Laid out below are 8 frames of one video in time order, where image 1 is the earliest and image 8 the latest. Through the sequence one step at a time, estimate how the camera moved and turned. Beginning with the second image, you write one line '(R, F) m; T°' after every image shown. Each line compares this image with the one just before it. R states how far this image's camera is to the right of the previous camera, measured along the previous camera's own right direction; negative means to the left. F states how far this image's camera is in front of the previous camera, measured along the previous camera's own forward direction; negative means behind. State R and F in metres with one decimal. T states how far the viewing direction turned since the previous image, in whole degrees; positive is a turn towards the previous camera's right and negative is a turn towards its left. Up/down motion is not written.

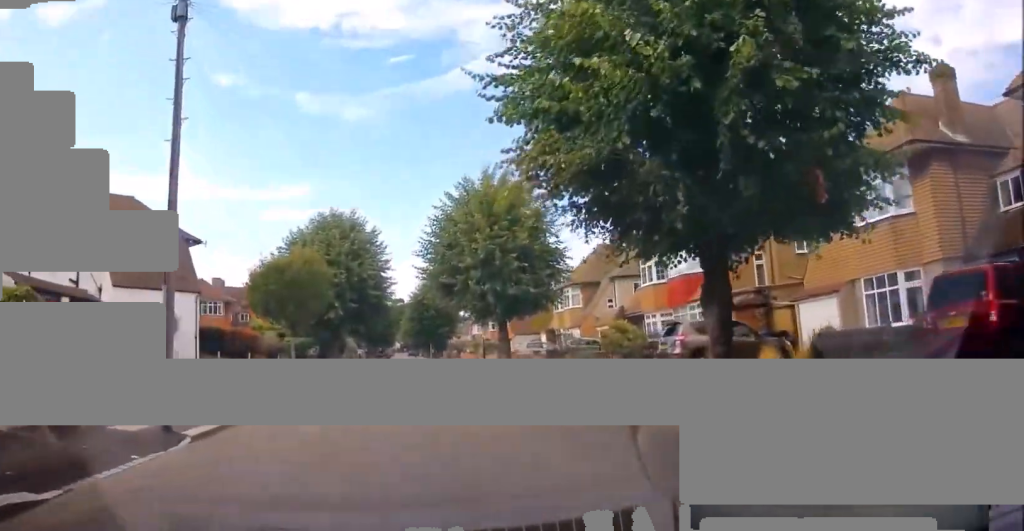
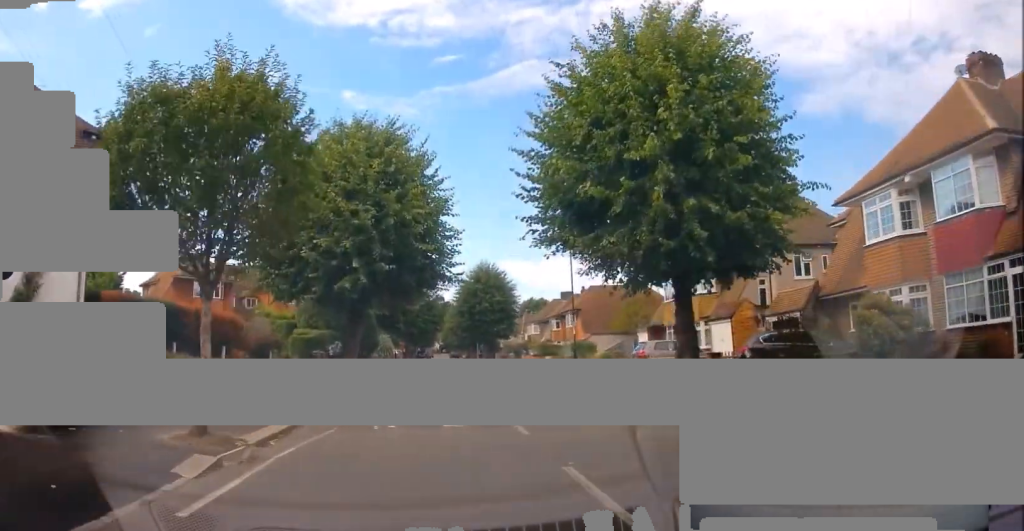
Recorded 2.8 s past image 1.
(-1.8, +15.4) m; -11°
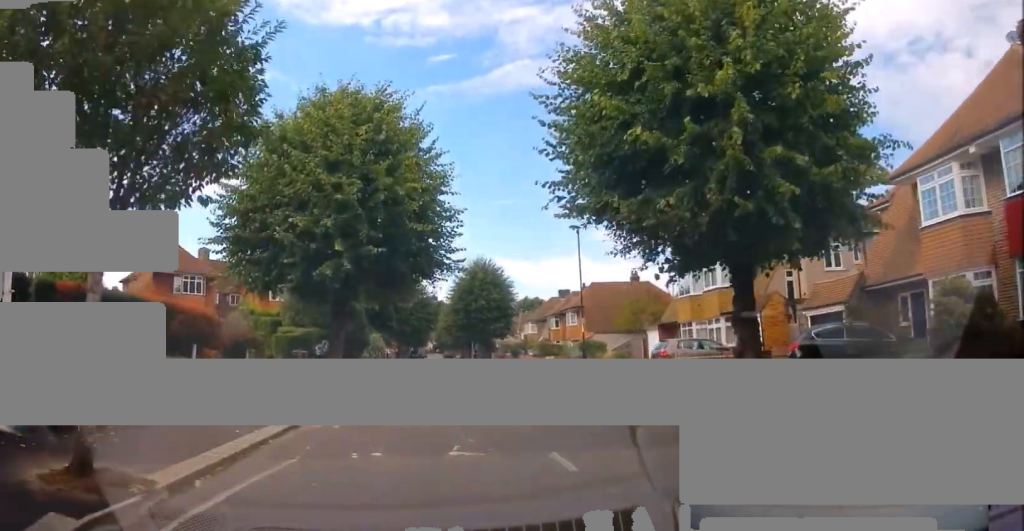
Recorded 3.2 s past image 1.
(+0.2, +2.7) m; 0°
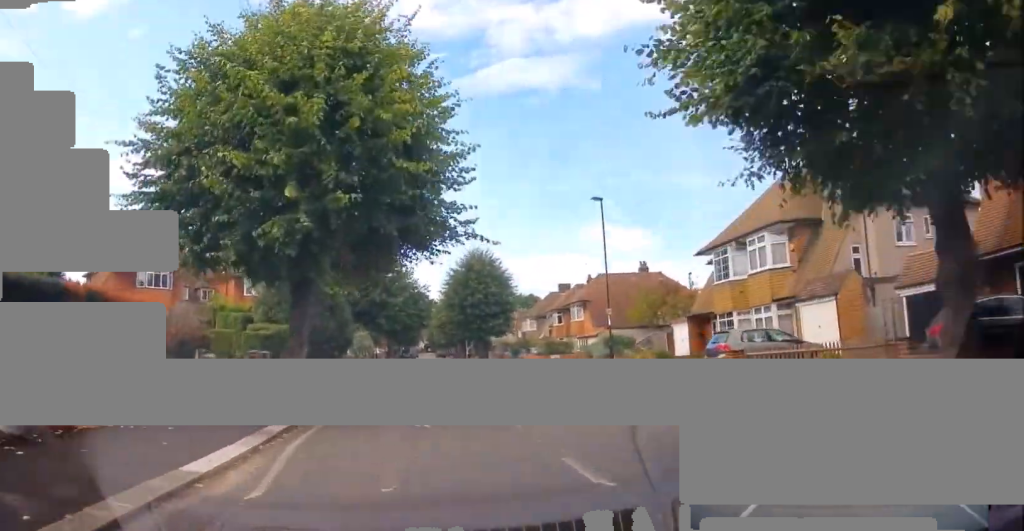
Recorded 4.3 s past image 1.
(-0.1, +6.4) m; 0°
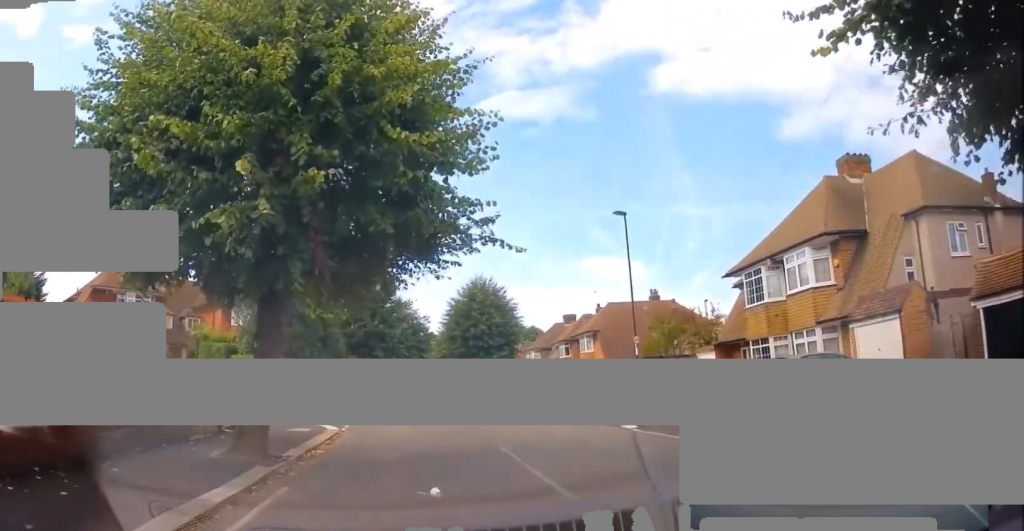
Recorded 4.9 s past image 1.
(-0.1, +3.4) m; 0°
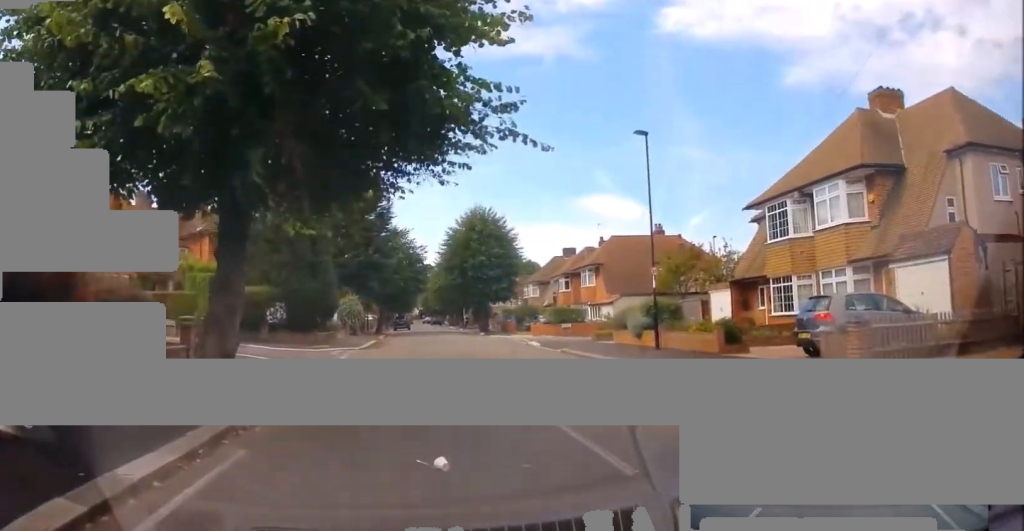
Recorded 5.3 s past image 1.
(+0.2, +2.6) m; 0°
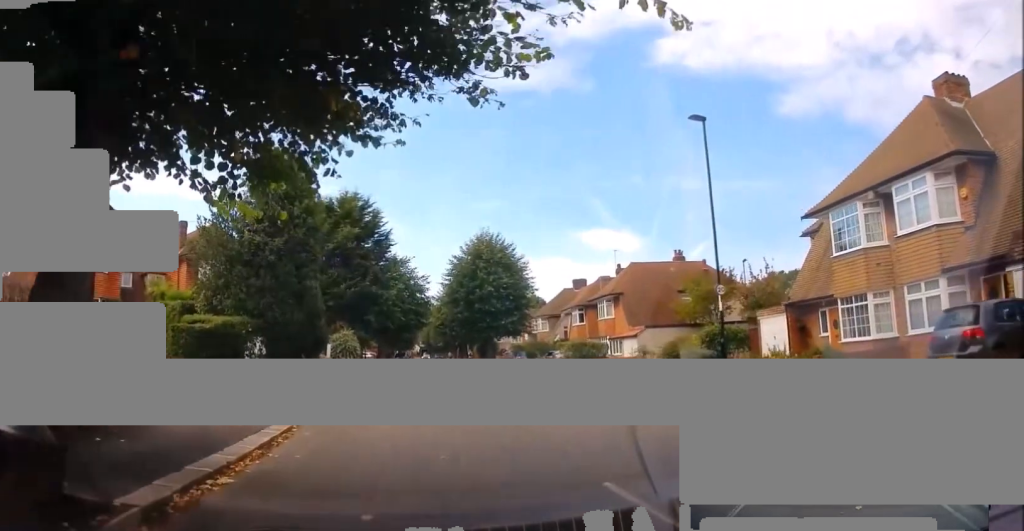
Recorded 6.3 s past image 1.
(-0.1, +5.0) m; 0°
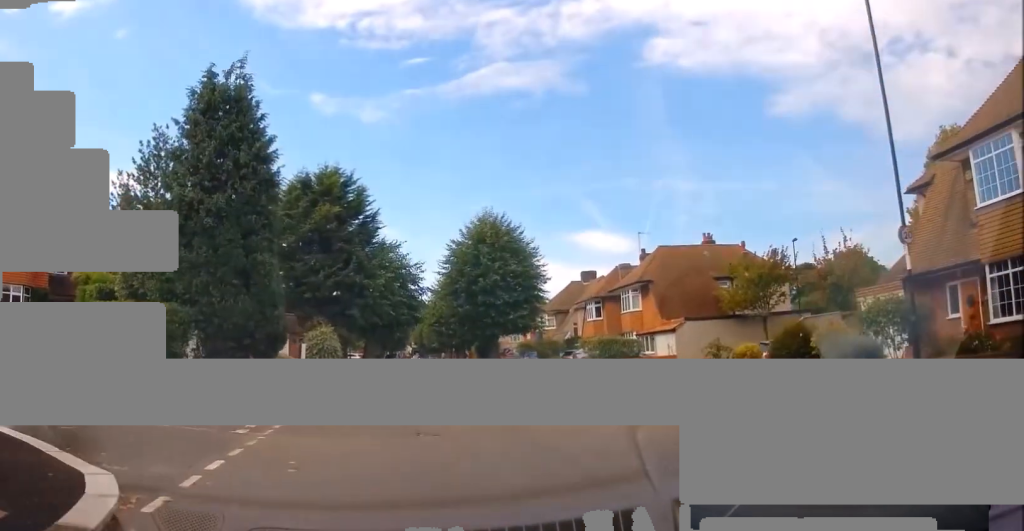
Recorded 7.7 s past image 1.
(+0.3, +7.7) m; +5°
